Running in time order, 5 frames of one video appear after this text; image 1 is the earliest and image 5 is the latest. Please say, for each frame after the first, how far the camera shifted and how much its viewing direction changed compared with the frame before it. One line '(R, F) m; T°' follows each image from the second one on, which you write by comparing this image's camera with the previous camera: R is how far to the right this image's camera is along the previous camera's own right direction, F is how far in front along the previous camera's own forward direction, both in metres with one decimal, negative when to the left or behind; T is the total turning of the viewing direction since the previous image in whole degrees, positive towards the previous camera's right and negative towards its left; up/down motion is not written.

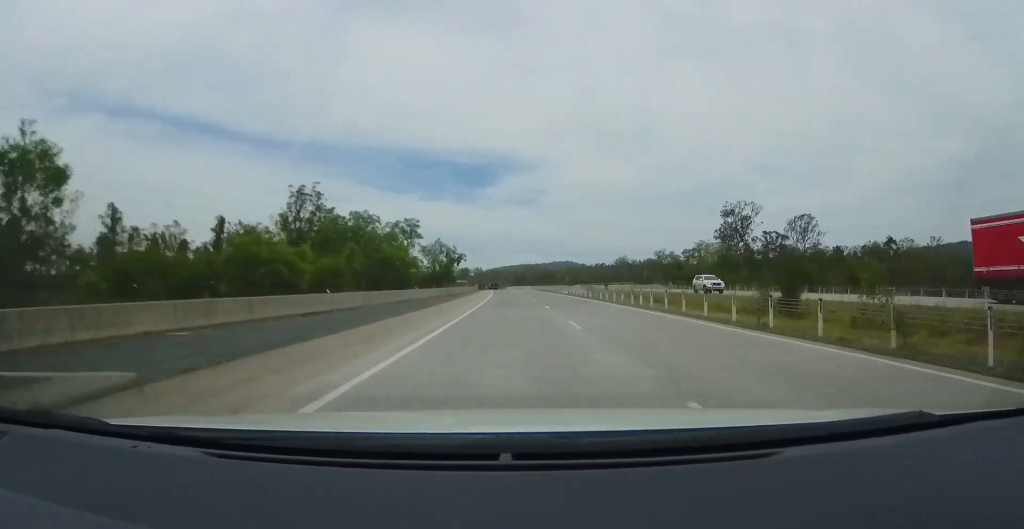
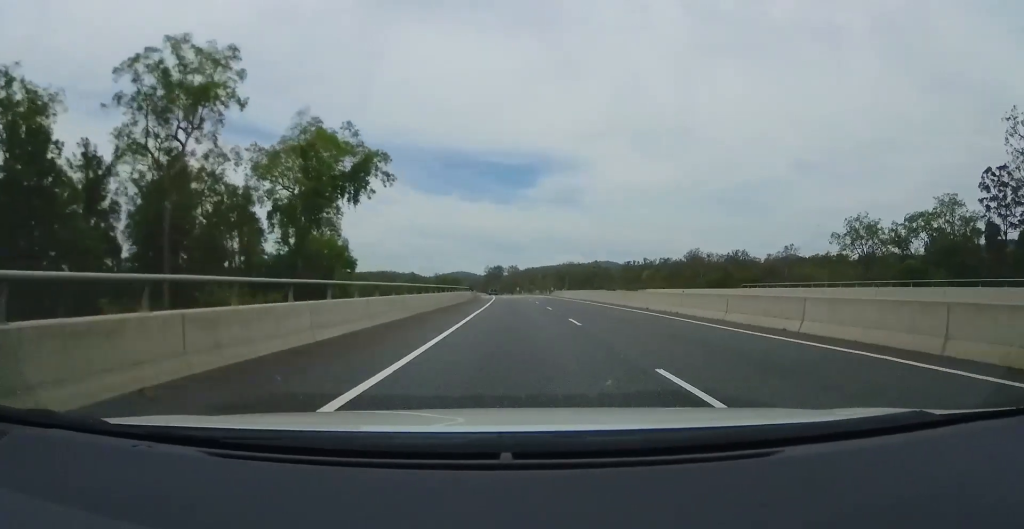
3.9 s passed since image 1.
(-4.9, +117.7) m; -5°
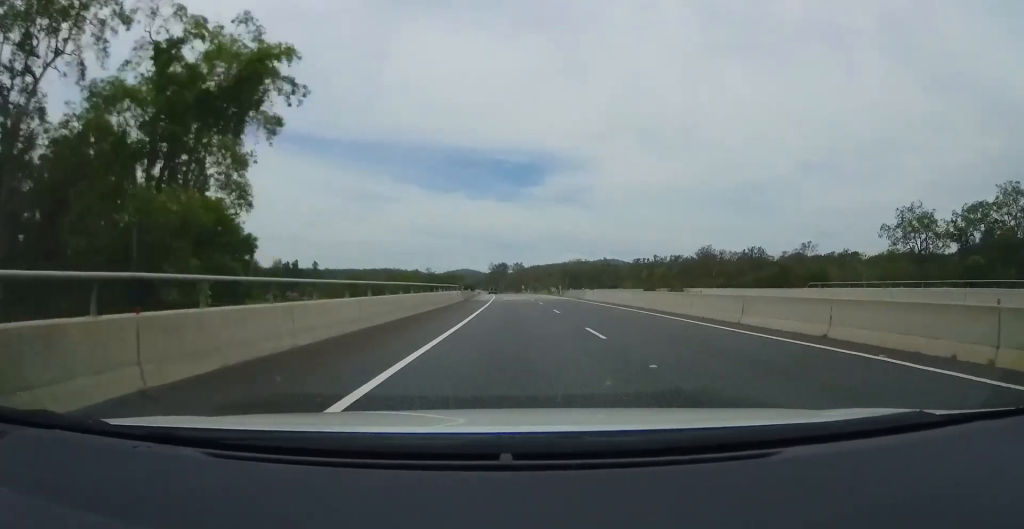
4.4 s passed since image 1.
(-0.5, +15.6) m; -1°
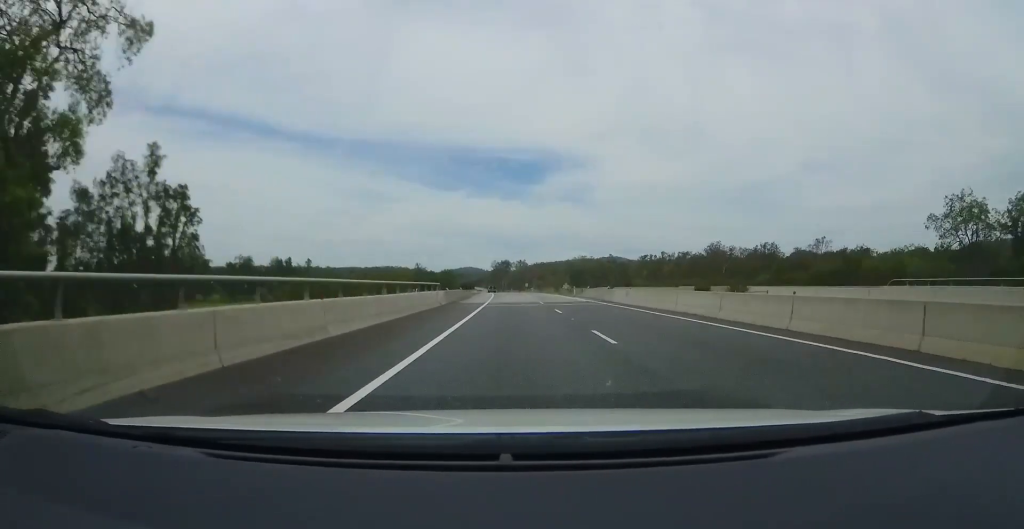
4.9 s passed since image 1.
(-0.2, +13.2) m; -1°
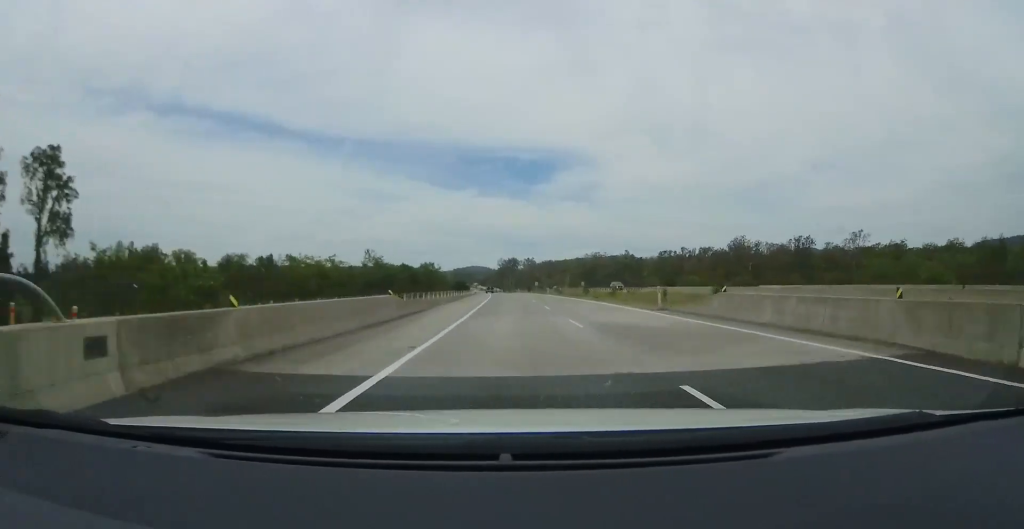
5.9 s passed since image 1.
(-0.1, +31.1) m; -1°
